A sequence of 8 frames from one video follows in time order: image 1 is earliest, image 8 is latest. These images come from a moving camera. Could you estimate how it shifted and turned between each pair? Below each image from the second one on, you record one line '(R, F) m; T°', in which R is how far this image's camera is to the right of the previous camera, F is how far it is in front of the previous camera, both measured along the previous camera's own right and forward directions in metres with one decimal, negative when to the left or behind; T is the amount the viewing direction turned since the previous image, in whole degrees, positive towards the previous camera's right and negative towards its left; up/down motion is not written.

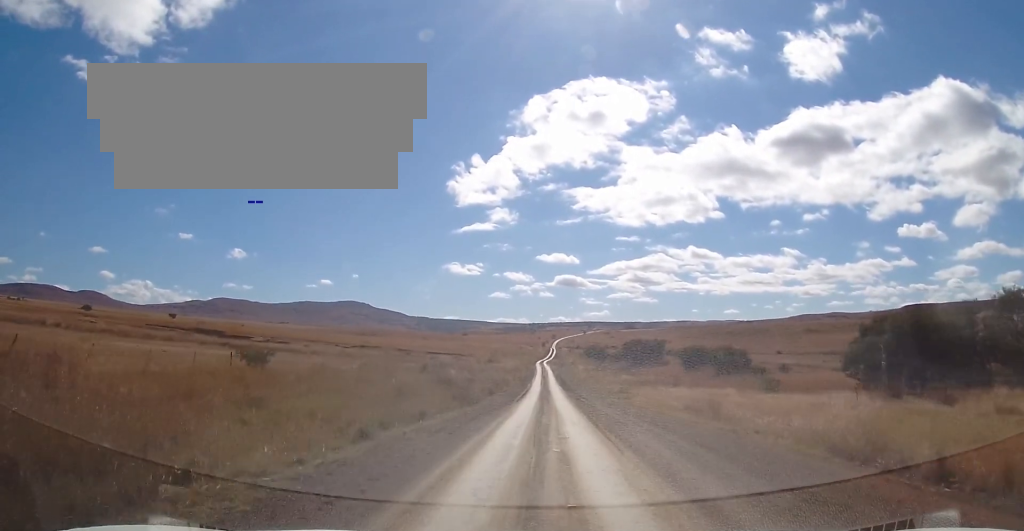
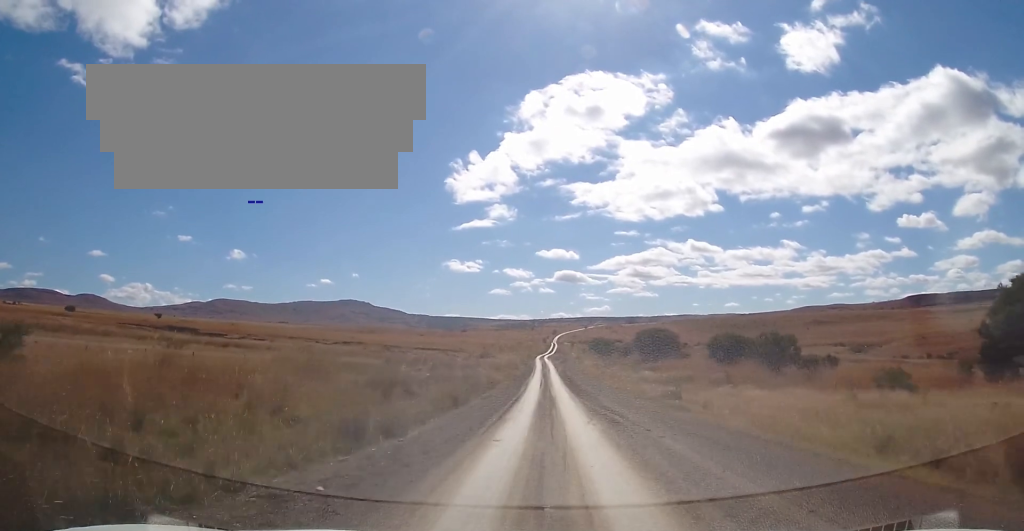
(+0.1, +15.5) m; 0°
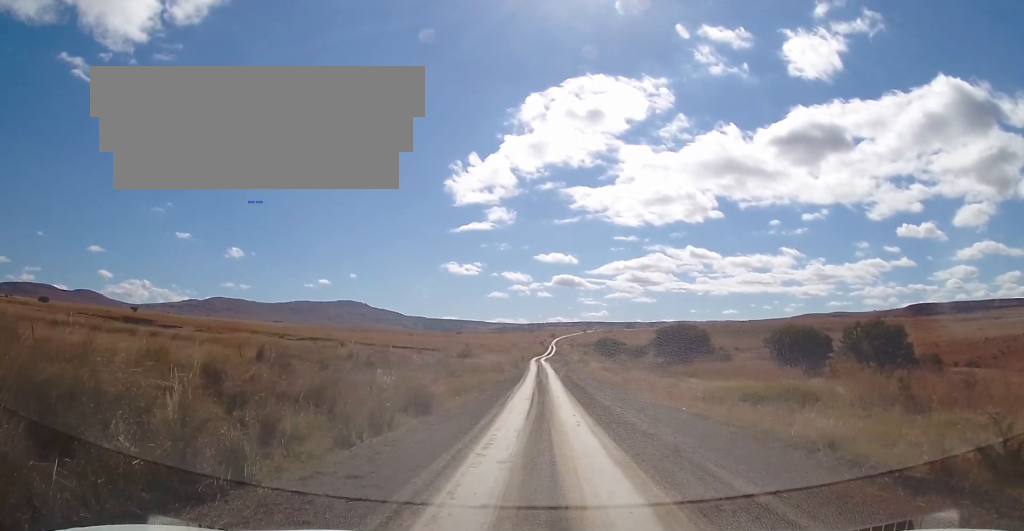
(0.0, +21.2) m; -1°
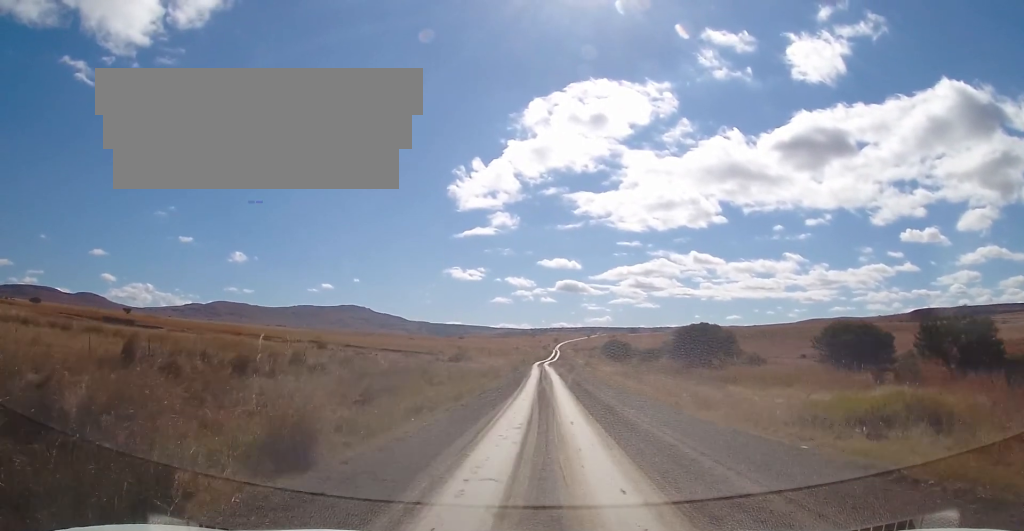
(0.0, +9.6) m; 0°
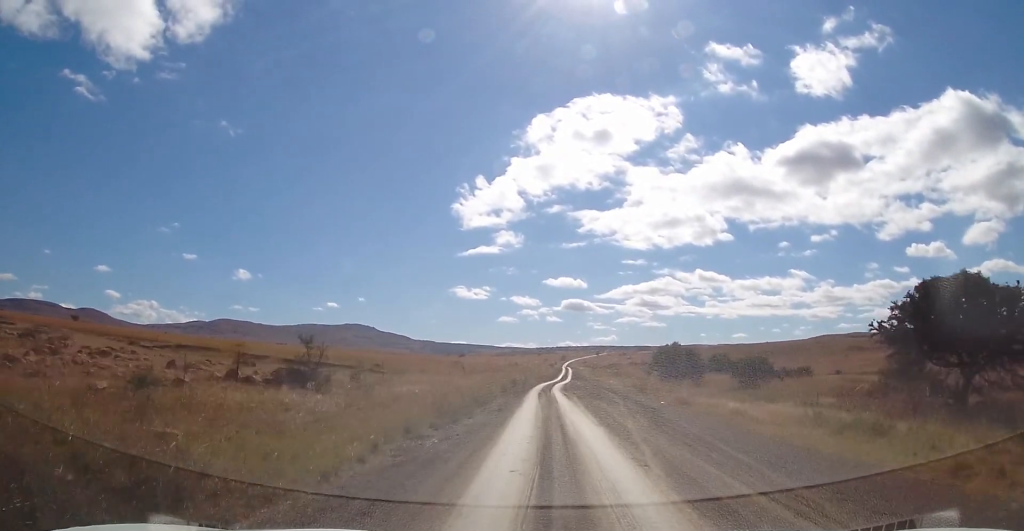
(+0.3, +47.1) m; +1°
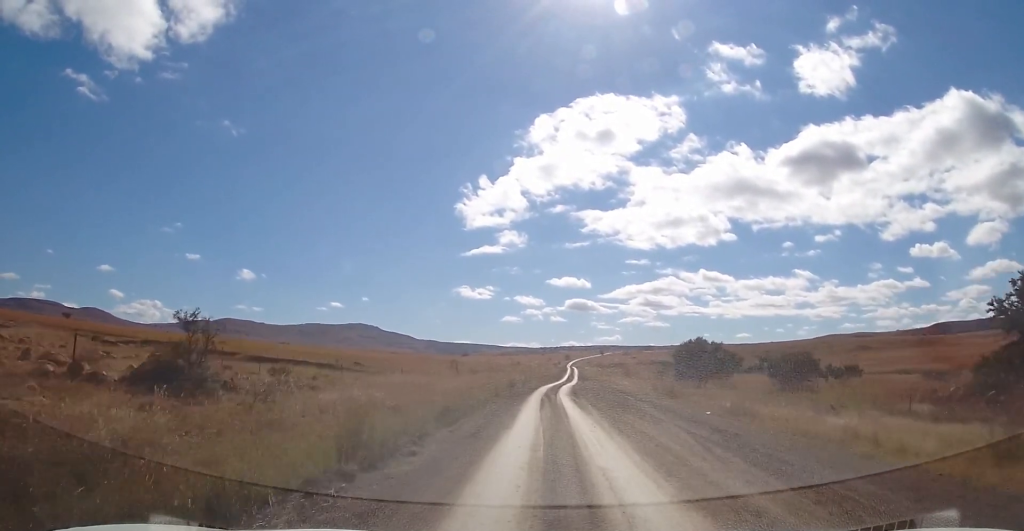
(+0.1, +9.1) m; 0°
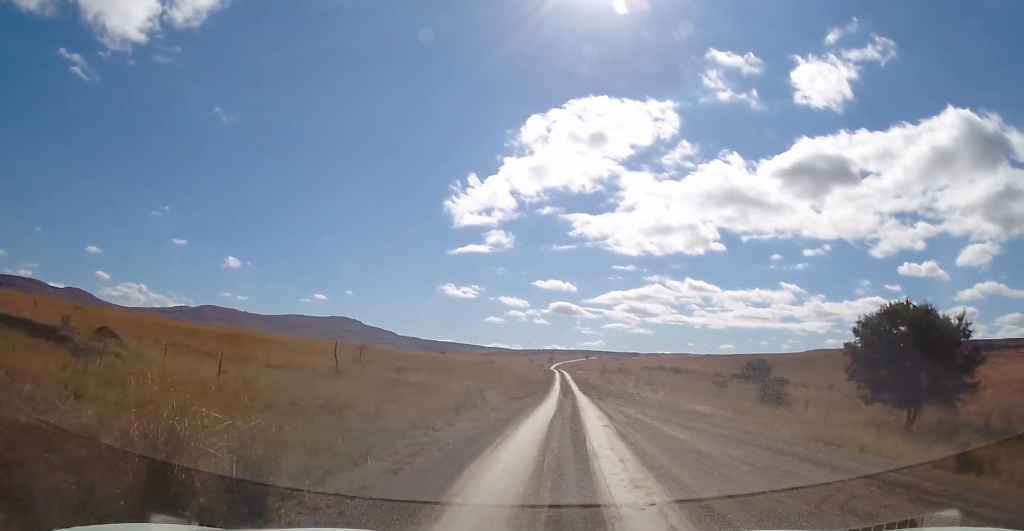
(-0.2, +36.3) m; +1°
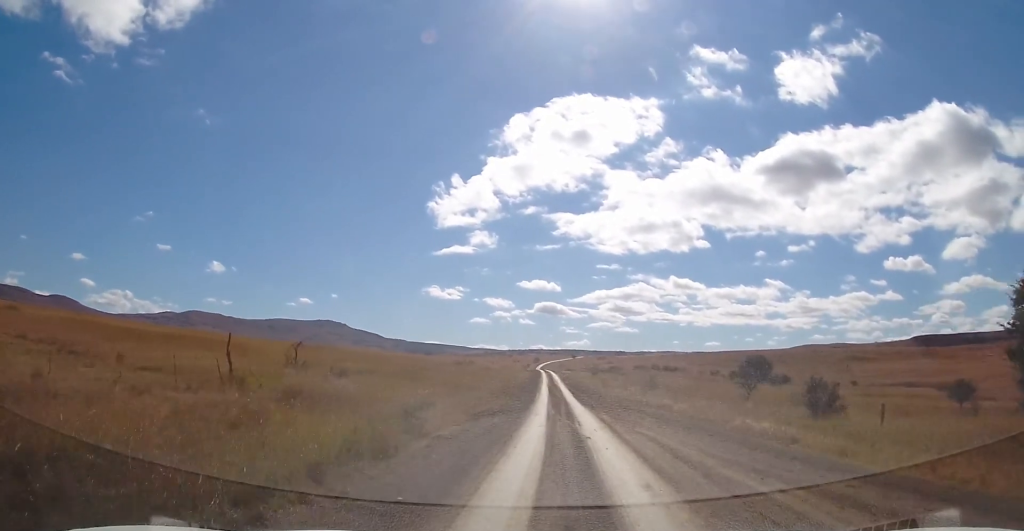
(0.0, +10.4) m; +1°
